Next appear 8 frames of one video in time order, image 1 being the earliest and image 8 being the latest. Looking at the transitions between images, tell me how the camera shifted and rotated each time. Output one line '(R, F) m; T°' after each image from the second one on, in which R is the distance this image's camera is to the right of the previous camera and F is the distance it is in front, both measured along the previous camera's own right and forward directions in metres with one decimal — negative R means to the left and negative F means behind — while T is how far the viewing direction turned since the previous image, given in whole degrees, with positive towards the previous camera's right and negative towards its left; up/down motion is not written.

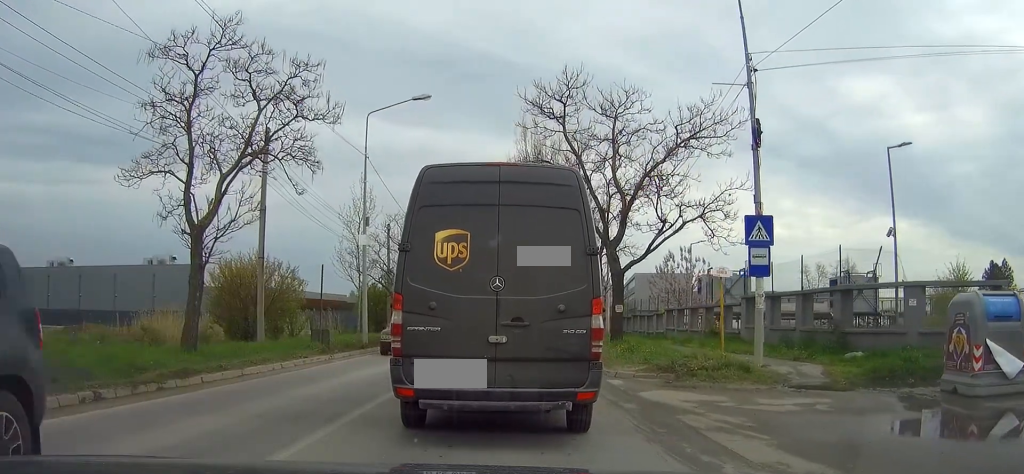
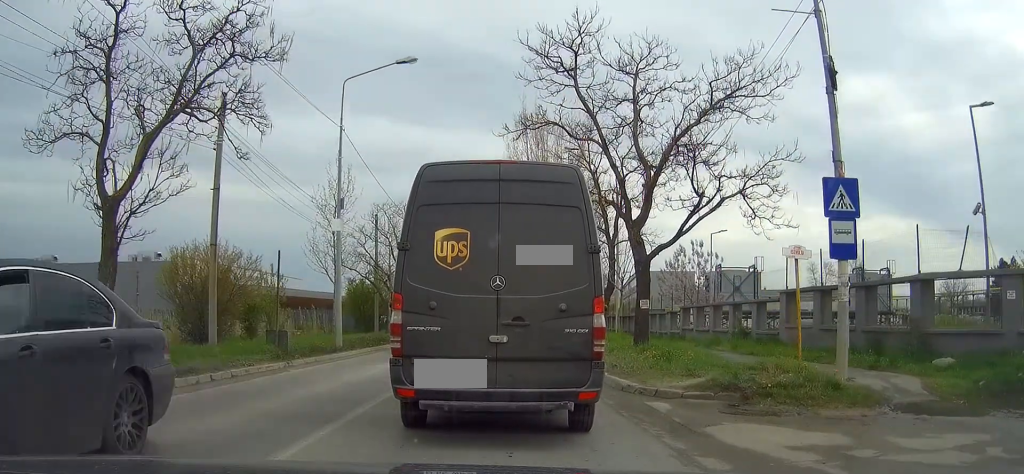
(+0.1, +4.0) m; +1°
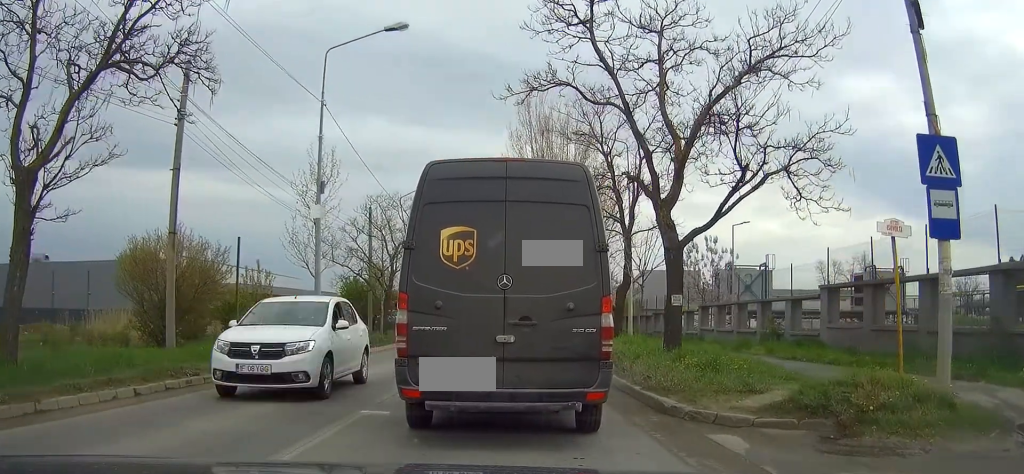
(-0.1, +2.8) m; -3°
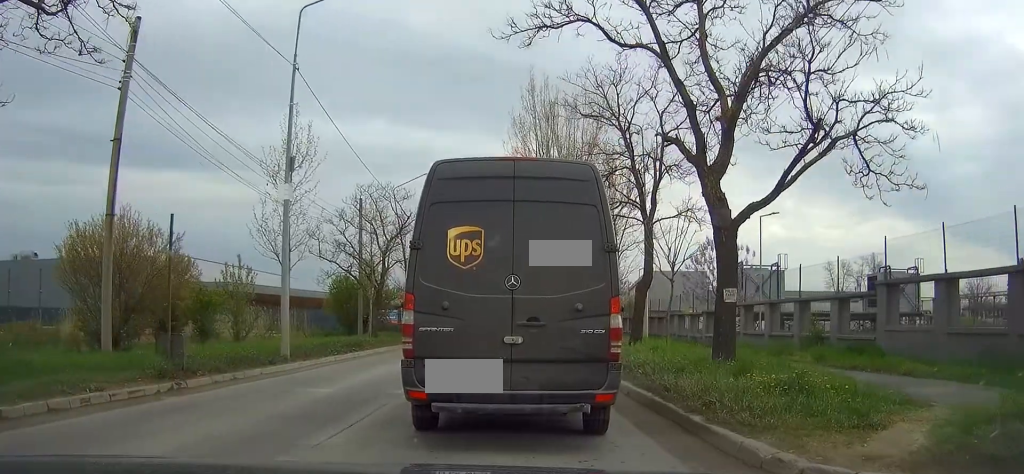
(-0.1, +3.4) m; +1°
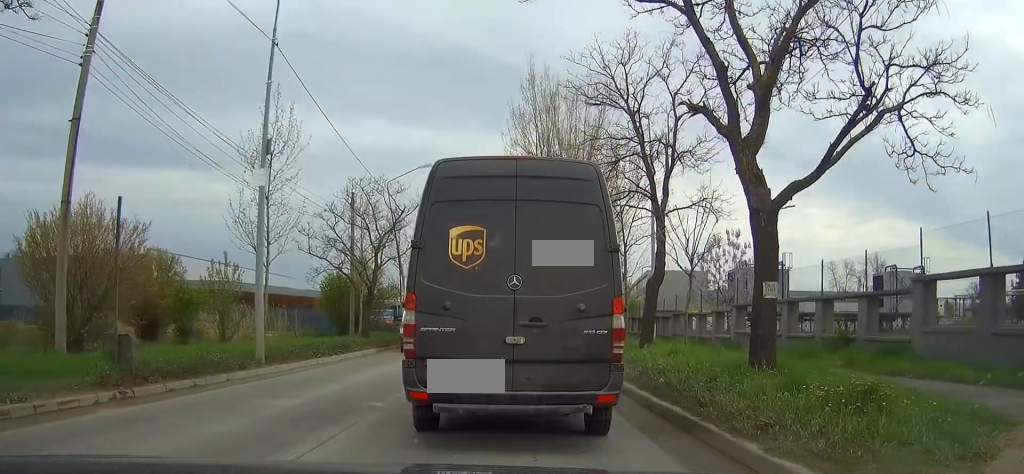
(+0.1, +1.9) m; +2°
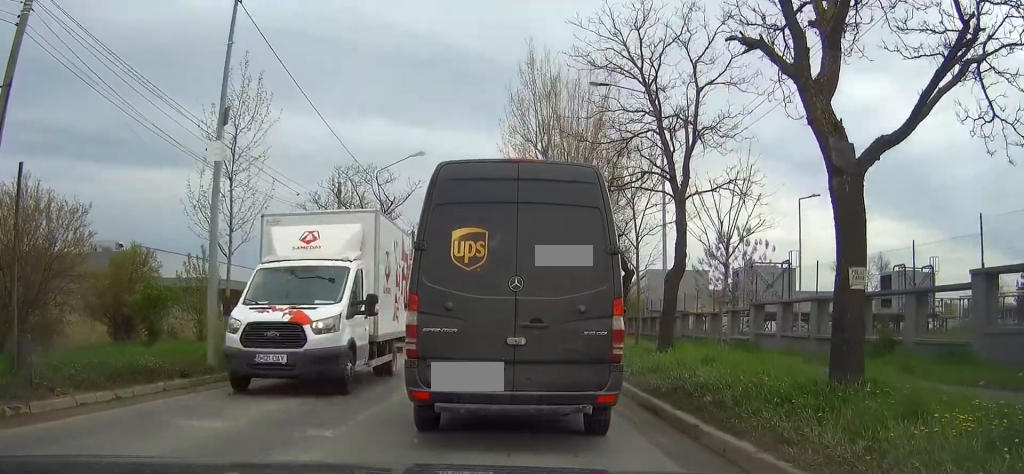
(0.0, +2.7) m; -2°
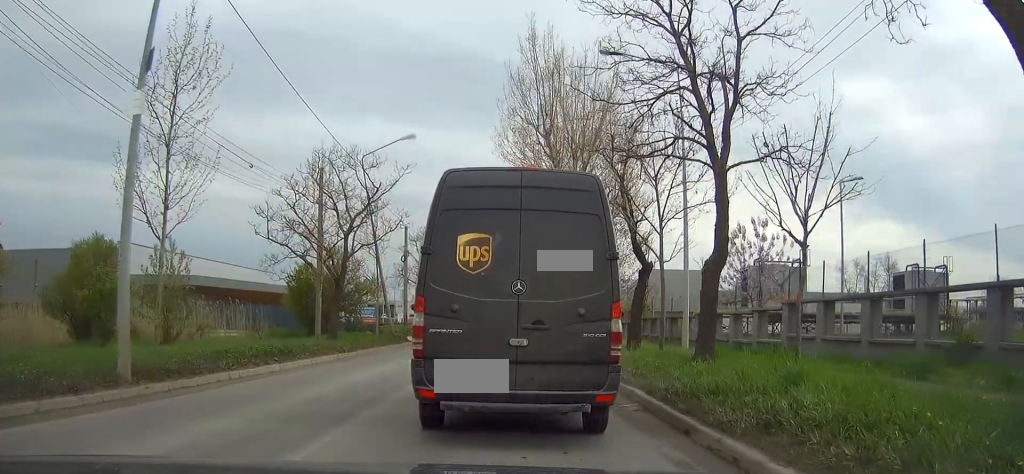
(-0.1, +3.4) m; -1°
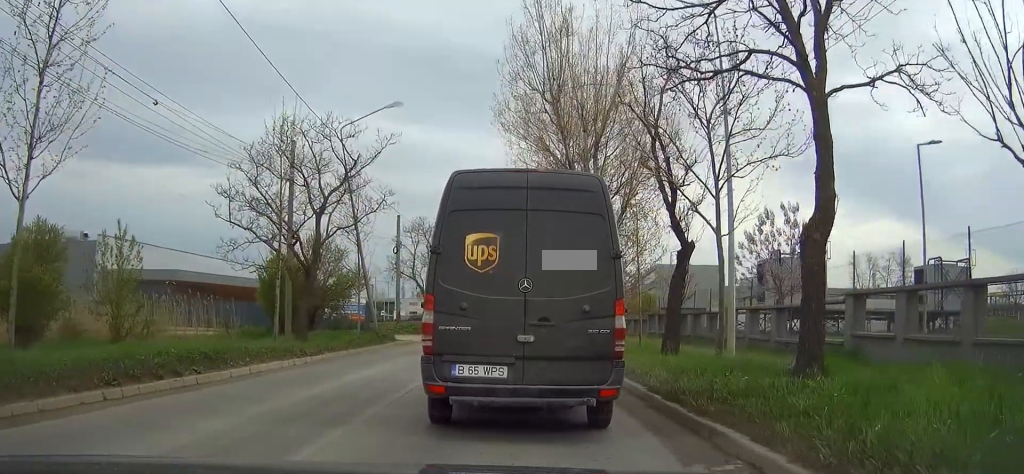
(+0.1, +4.3) m; +3°
